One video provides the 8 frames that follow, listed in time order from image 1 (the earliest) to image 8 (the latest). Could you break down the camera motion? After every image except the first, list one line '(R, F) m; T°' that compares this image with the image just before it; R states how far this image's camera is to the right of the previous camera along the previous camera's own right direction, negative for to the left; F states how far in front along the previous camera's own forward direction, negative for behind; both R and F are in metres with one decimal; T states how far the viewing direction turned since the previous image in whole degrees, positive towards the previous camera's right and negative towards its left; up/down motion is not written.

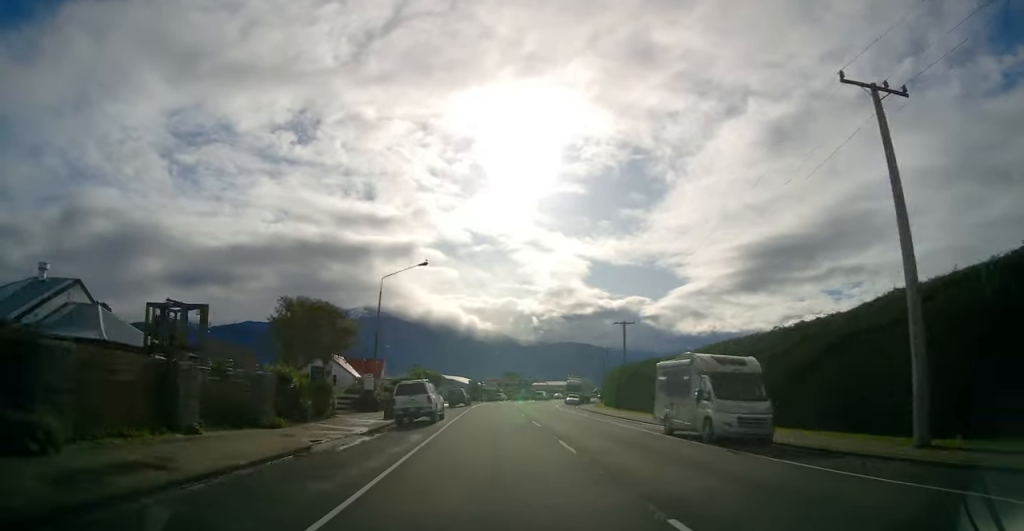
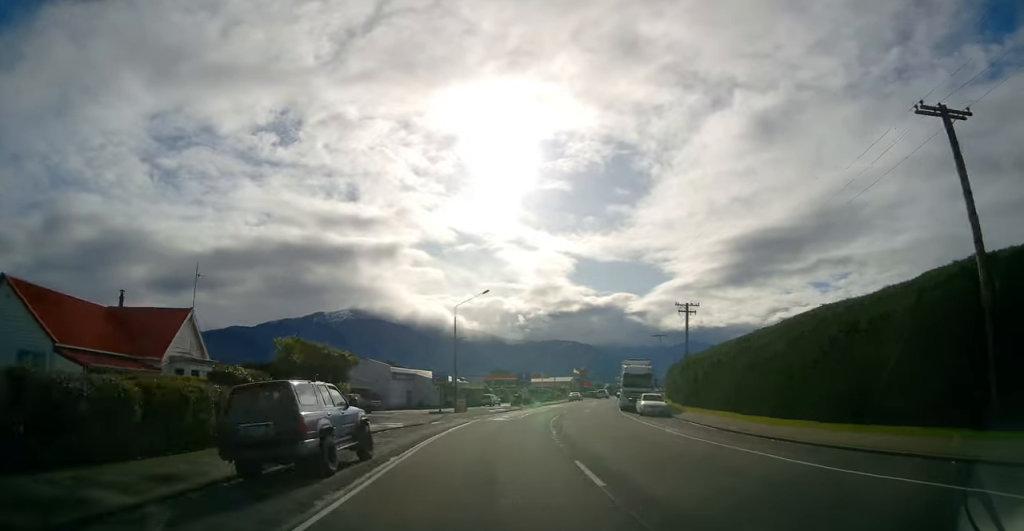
(+0.5, +46.3) m; +4°
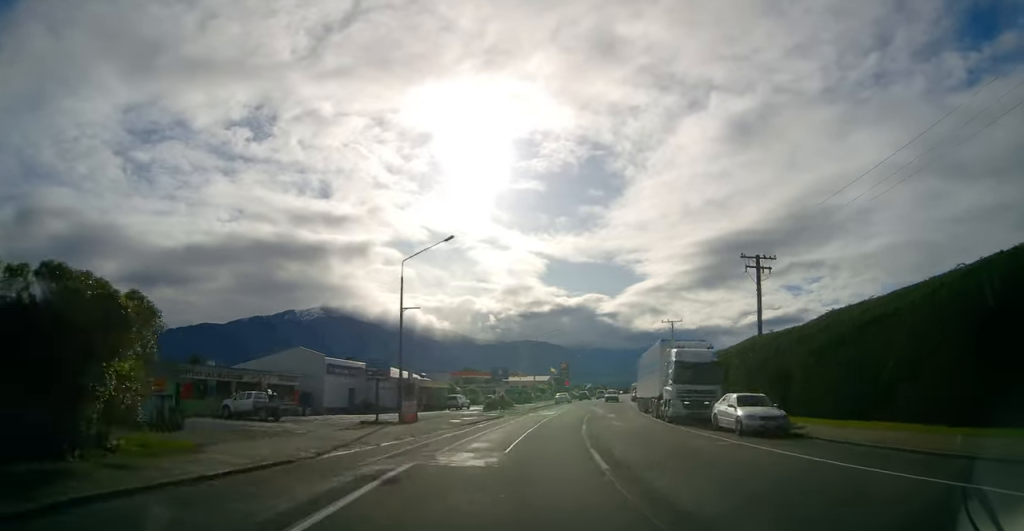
(-0.4, +18.7) m; +4°
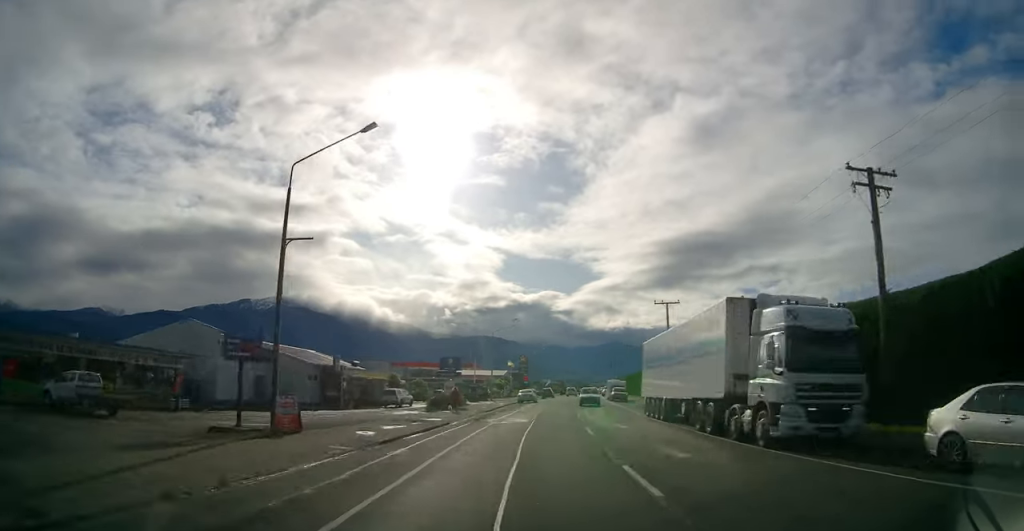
(+1.3, +14.7) m; +3°
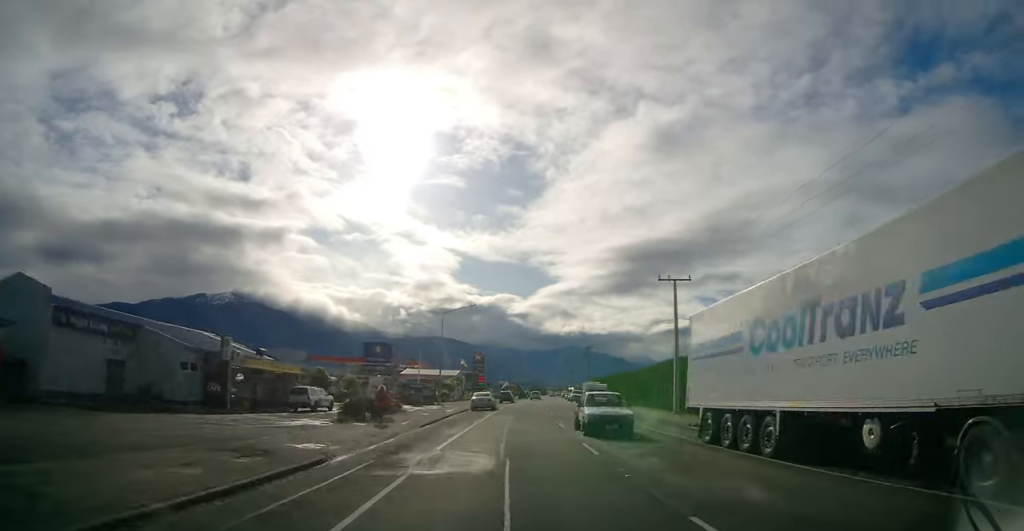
(+0.4, +14.8) m; +3°
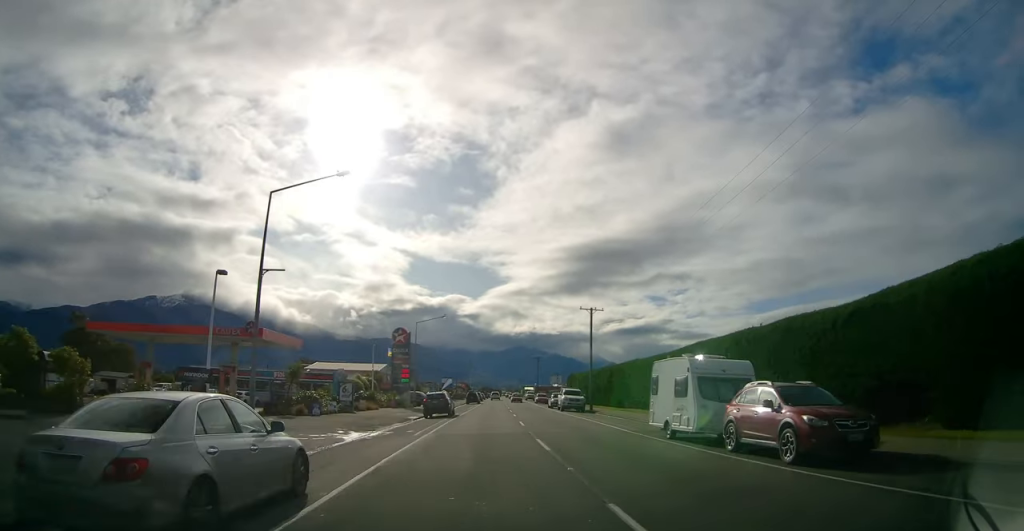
(+1.5, +40.2) m; +2°
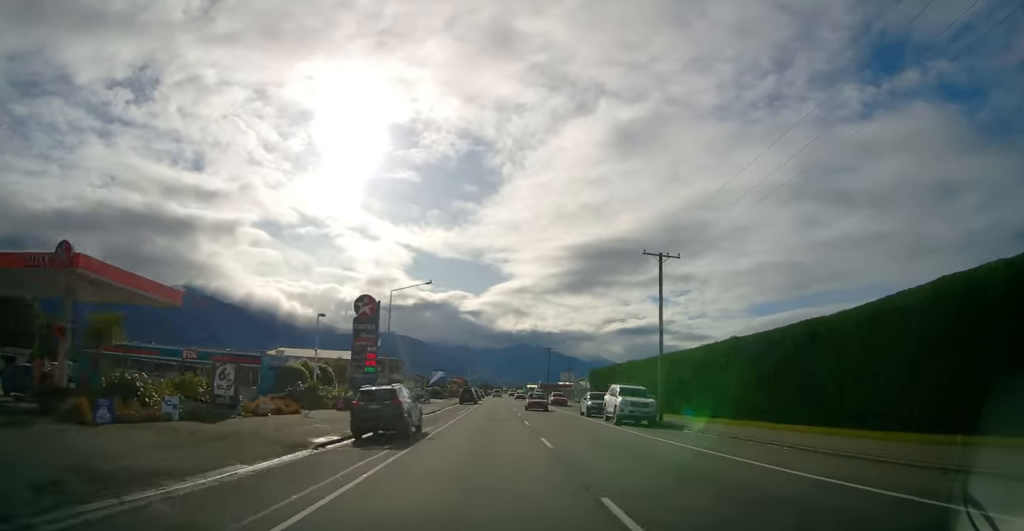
(0.0, +19.7) m; 0°
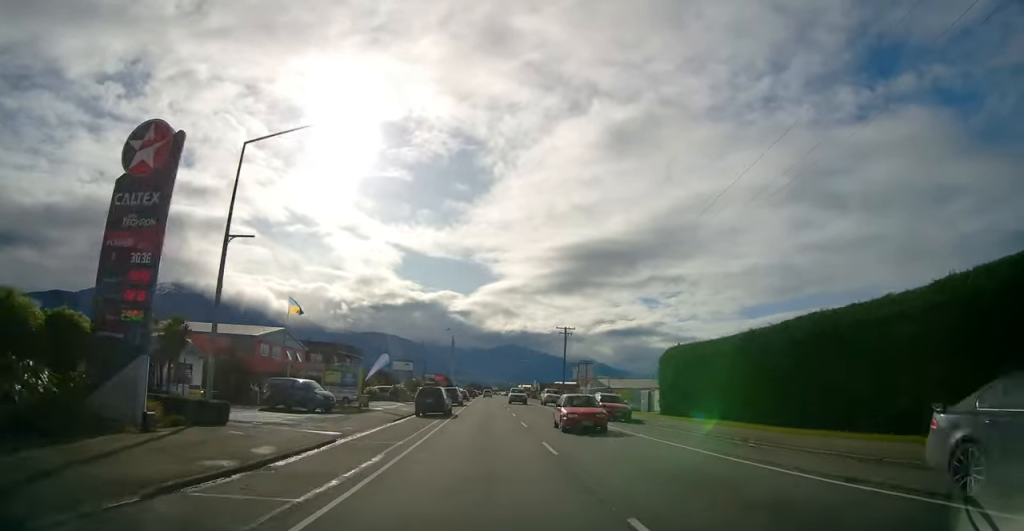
(+0.1, +31.6) m; +1°
